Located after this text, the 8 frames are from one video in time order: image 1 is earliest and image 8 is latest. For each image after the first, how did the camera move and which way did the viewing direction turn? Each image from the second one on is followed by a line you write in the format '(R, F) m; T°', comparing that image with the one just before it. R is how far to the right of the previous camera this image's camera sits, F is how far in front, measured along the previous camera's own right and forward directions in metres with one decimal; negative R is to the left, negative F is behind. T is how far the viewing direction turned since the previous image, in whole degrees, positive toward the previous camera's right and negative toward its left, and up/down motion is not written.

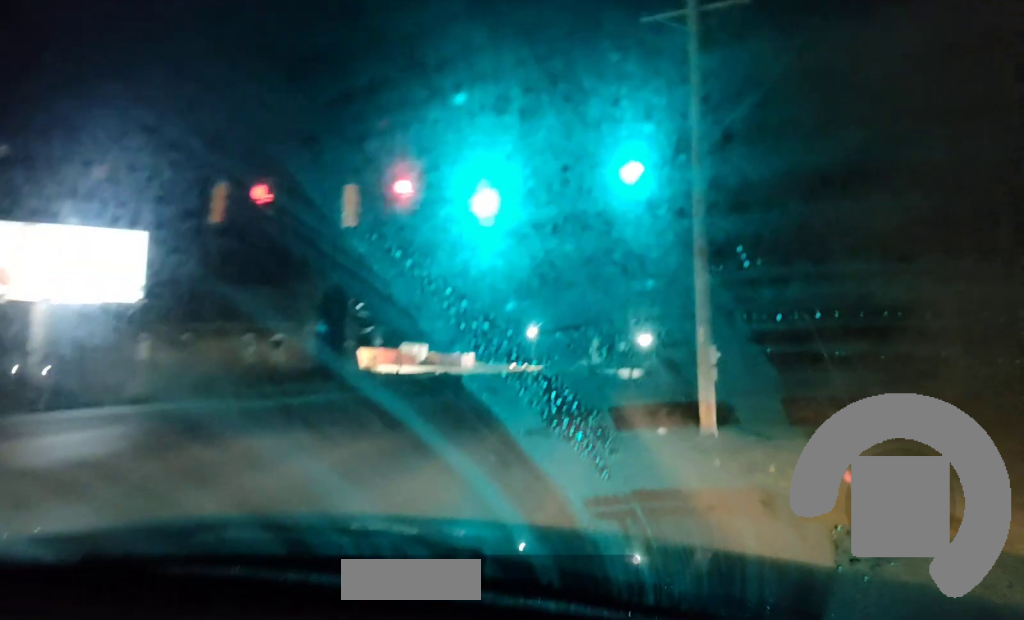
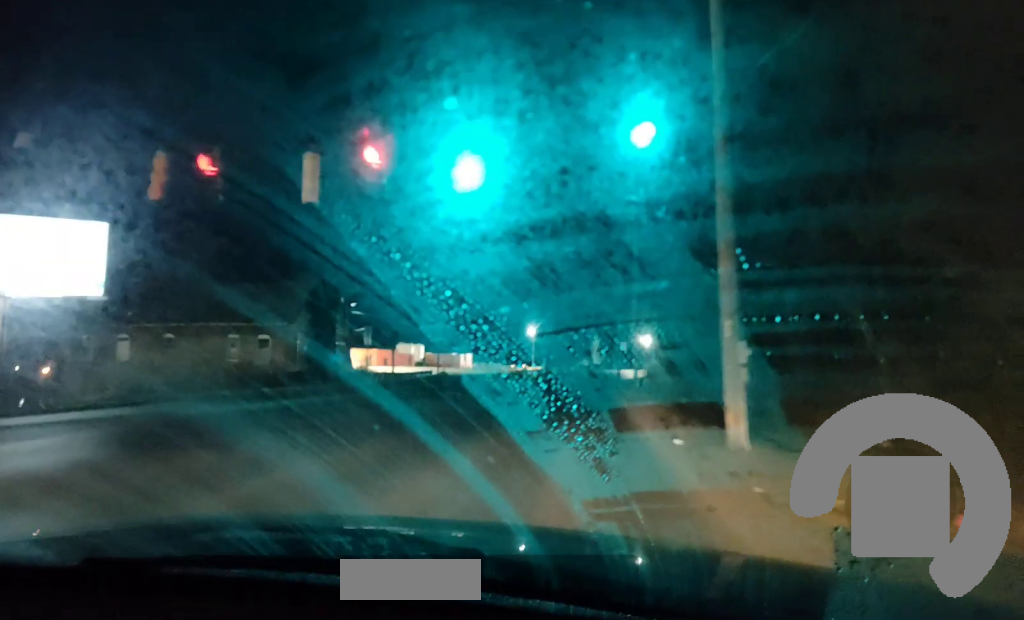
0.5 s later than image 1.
(+0.1, +3.3) m; +1°
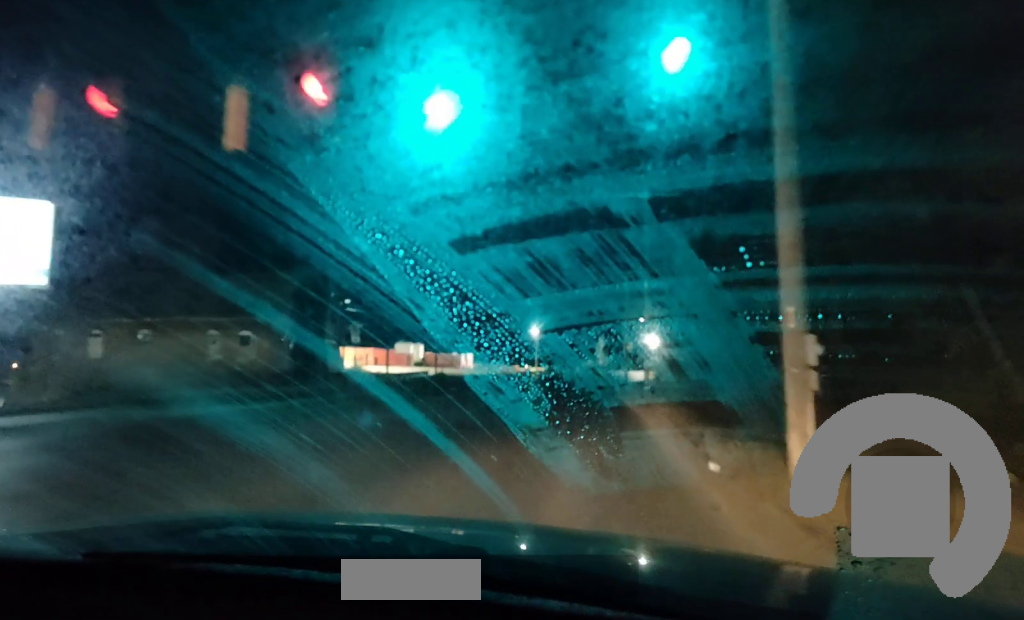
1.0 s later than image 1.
(+0.2, +4.0) m; 0°
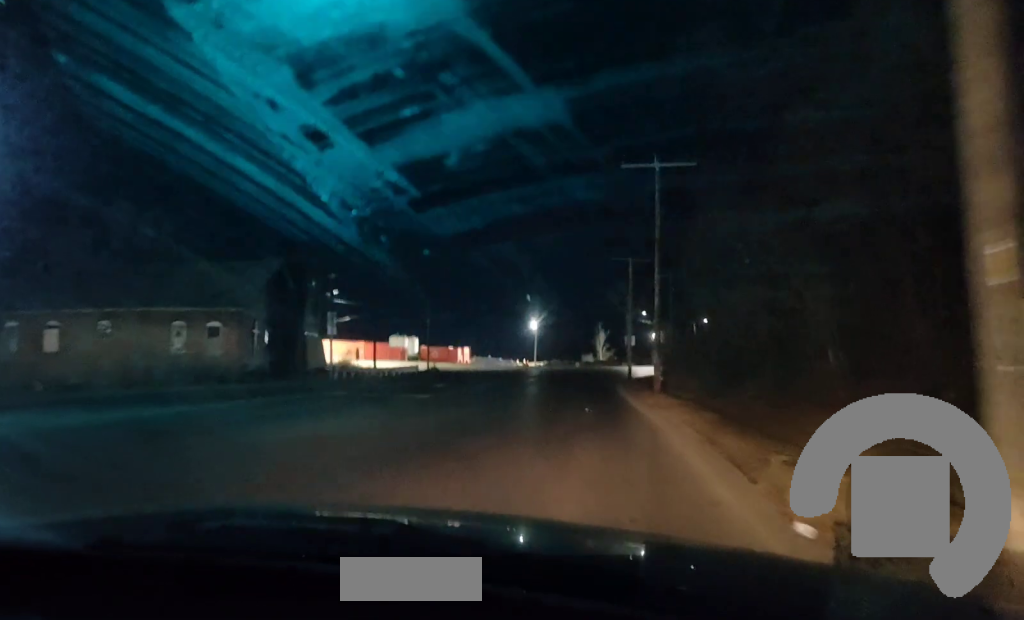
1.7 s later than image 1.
(-0.1, +5.8) m; -1°
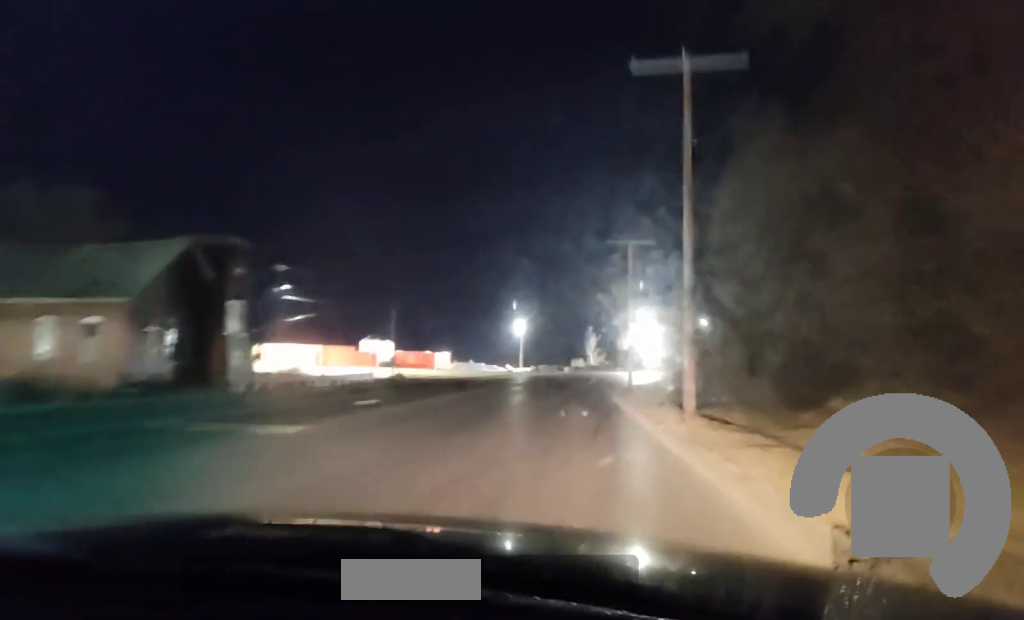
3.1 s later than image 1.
(-0.1, +13.2) m; 0°
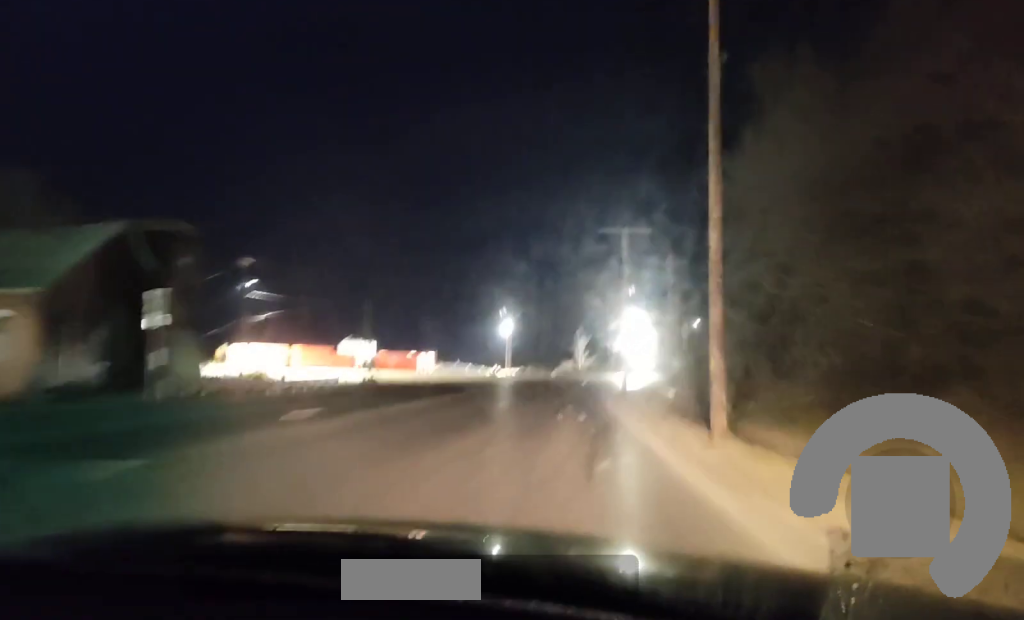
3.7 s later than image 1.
(0.0, +6.2) m; 0°
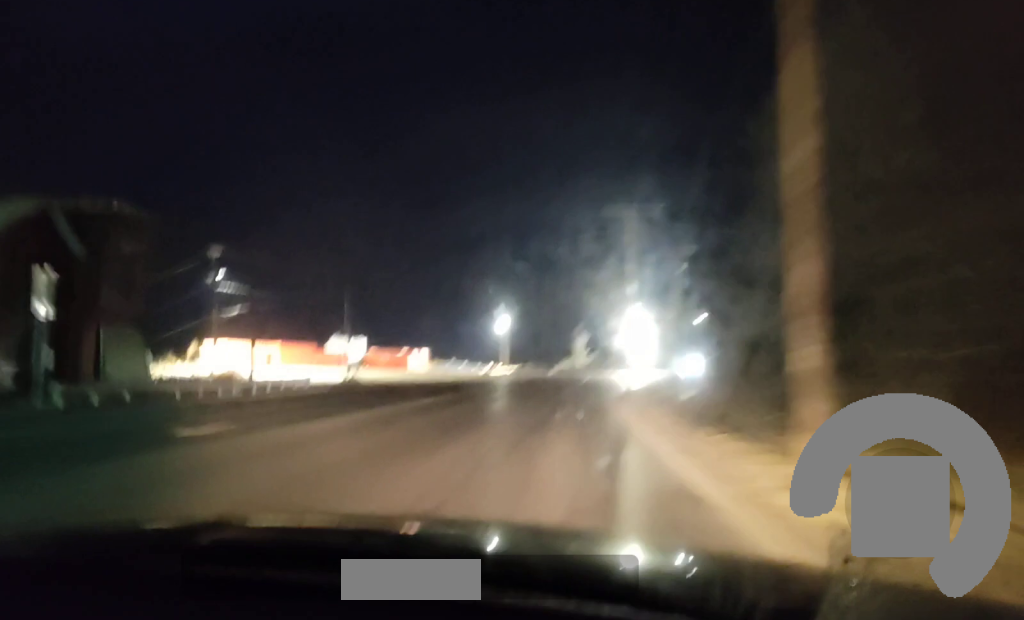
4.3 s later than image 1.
(0.0, +6.3) m; 0°
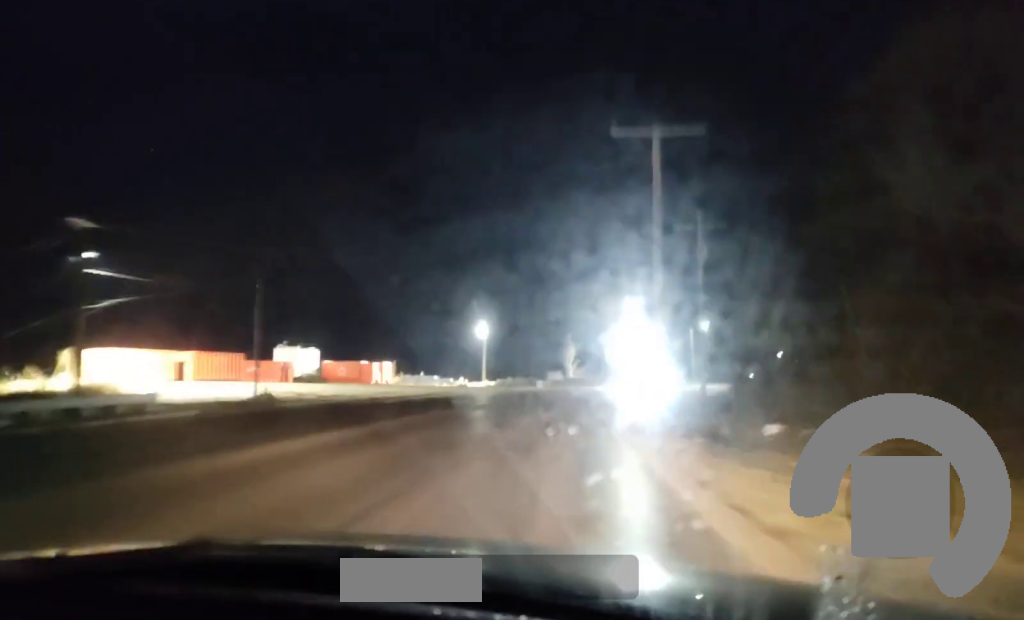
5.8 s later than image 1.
(-0.1, +16.2) m; 0°
